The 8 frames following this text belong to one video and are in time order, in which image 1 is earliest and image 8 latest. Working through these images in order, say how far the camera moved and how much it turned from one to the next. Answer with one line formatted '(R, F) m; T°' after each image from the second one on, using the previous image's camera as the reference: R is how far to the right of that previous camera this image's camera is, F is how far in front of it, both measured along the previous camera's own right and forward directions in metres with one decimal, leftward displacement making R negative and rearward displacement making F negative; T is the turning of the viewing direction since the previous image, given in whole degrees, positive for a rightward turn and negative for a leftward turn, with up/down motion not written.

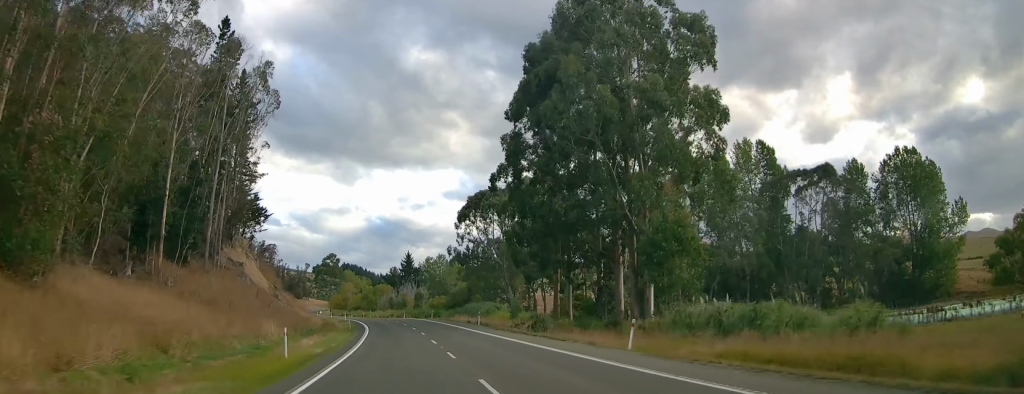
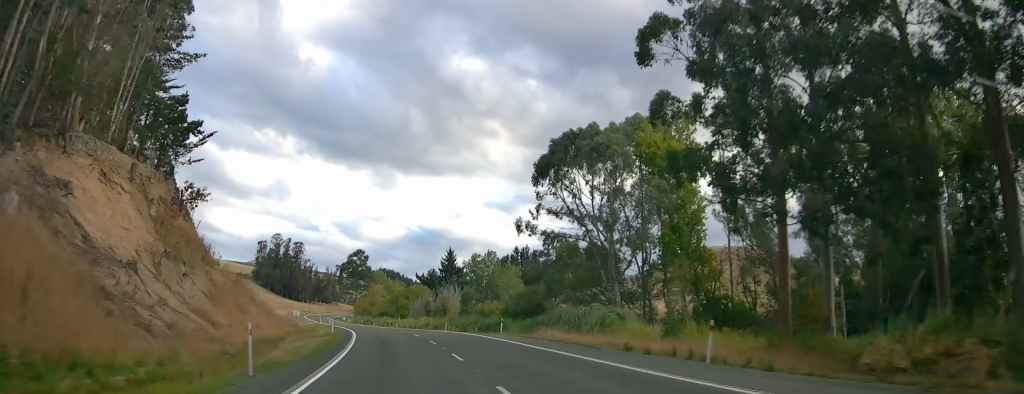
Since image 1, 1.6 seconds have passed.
(-0.3, +42.4) m; -2°
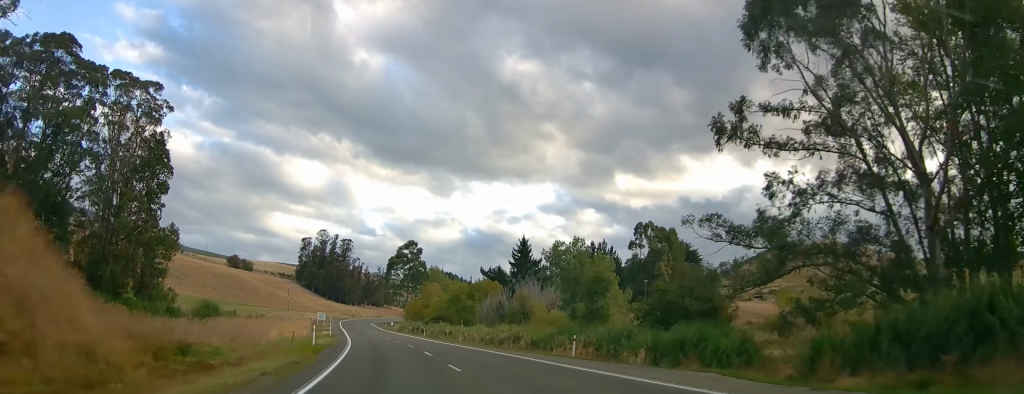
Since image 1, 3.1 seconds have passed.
(-2.0, +40.5) m; -7°
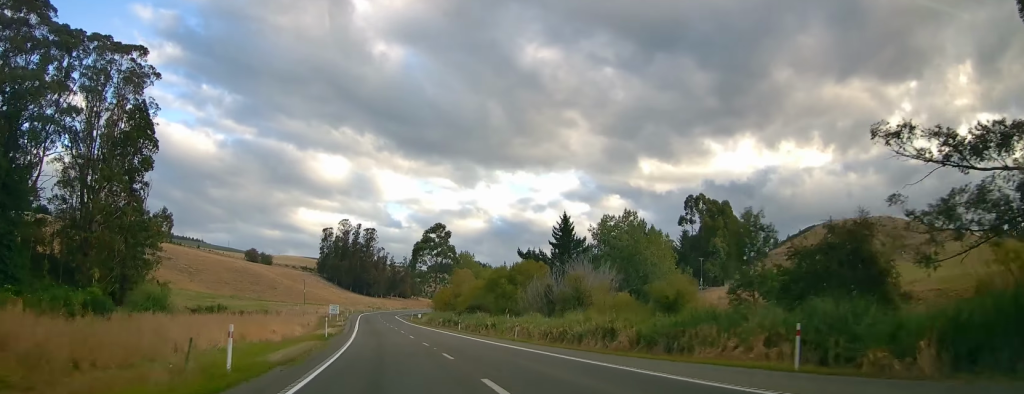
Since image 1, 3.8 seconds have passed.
(-0.8, +18.5) m; -2°
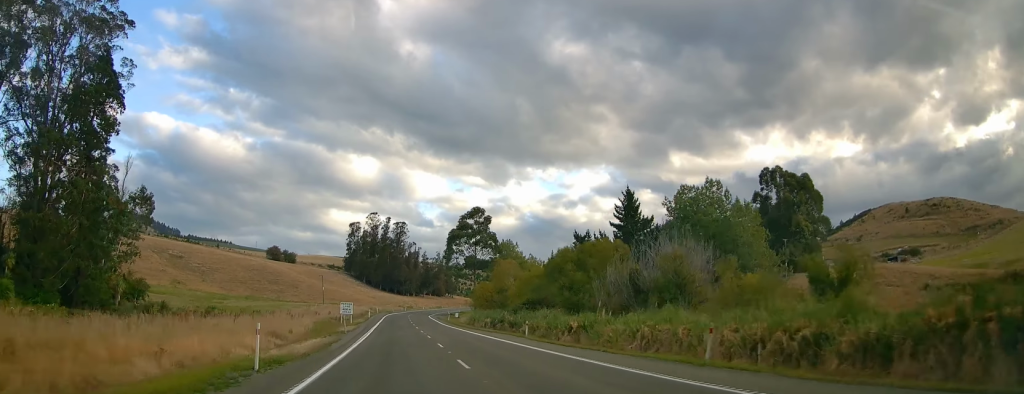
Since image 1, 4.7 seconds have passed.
(-0.3, +23.8) m; -3°
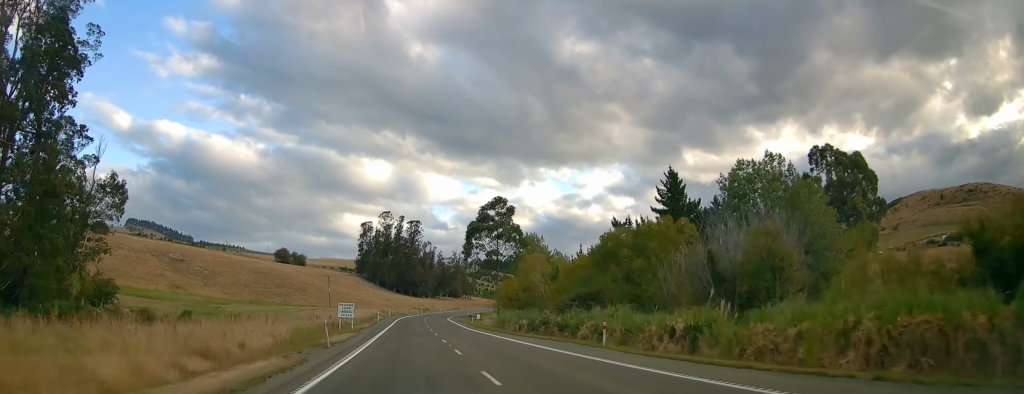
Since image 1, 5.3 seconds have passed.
(-0.2, +14.9) m; -2°
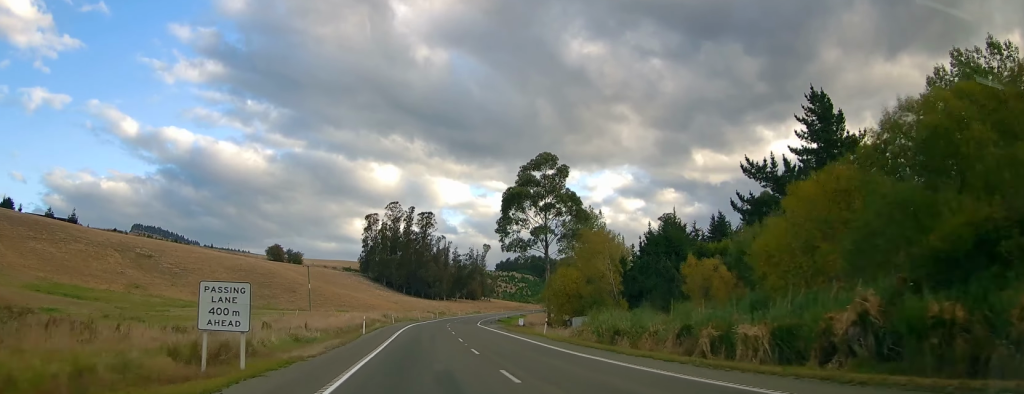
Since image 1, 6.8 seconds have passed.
(-1.4, +39.5) m; -2°
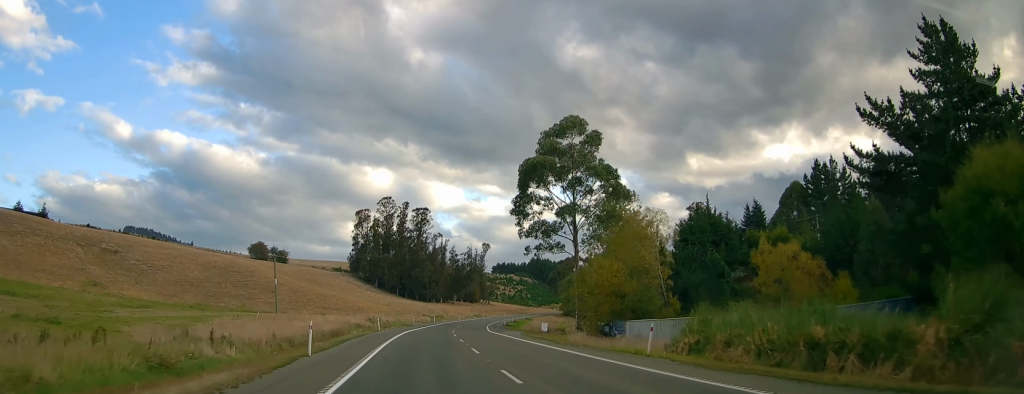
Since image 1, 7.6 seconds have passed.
(0.0, +21.1) m; 0°
